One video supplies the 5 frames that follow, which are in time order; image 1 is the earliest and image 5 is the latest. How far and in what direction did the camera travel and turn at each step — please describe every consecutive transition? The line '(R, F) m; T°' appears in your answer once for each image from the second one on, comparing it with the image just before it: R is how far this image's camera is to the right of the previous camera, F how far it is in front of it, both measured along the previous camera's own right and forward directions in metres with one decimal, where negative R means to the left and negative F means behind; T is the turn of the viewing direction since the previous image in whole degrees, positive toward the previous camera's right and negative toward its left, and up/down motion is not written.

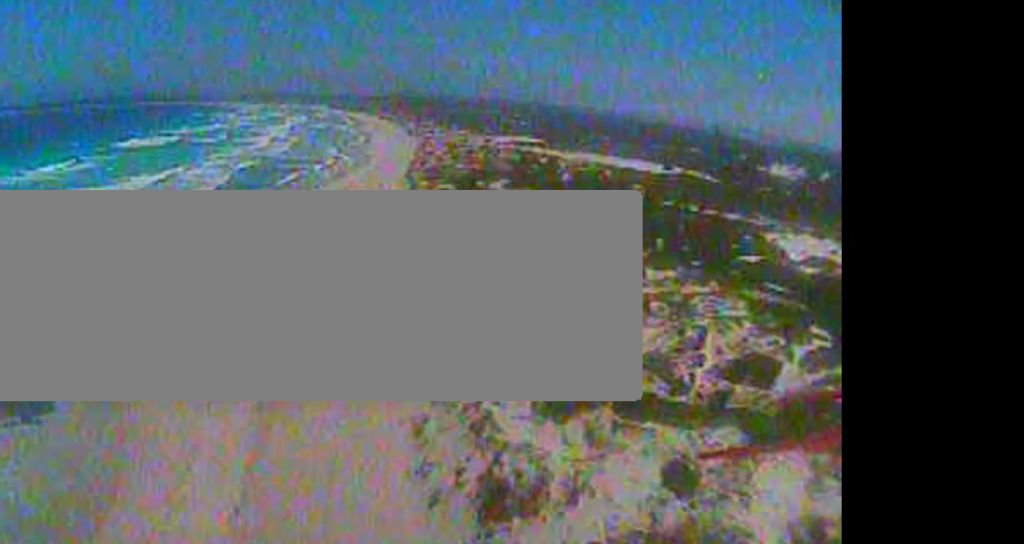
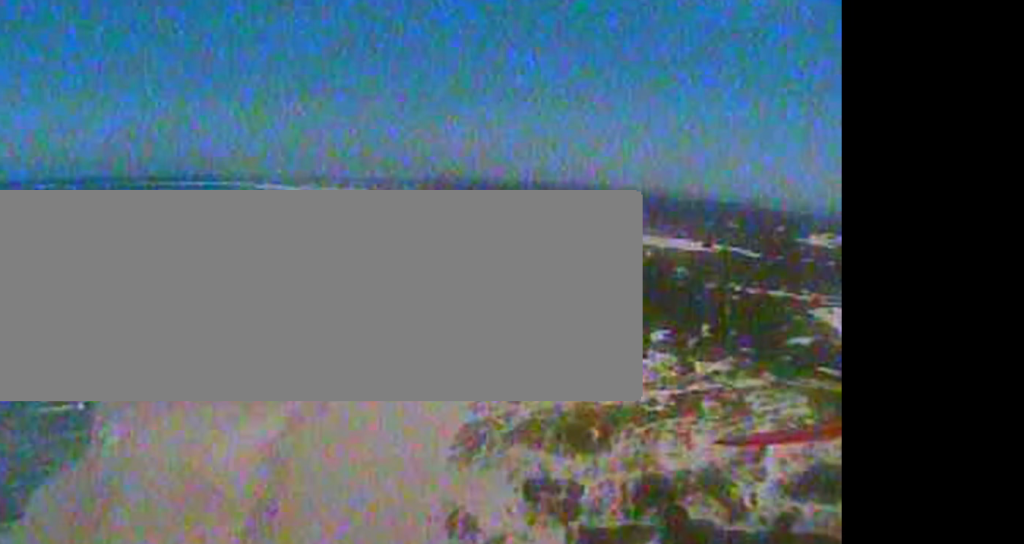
(0.0, +13.8) m; 0°
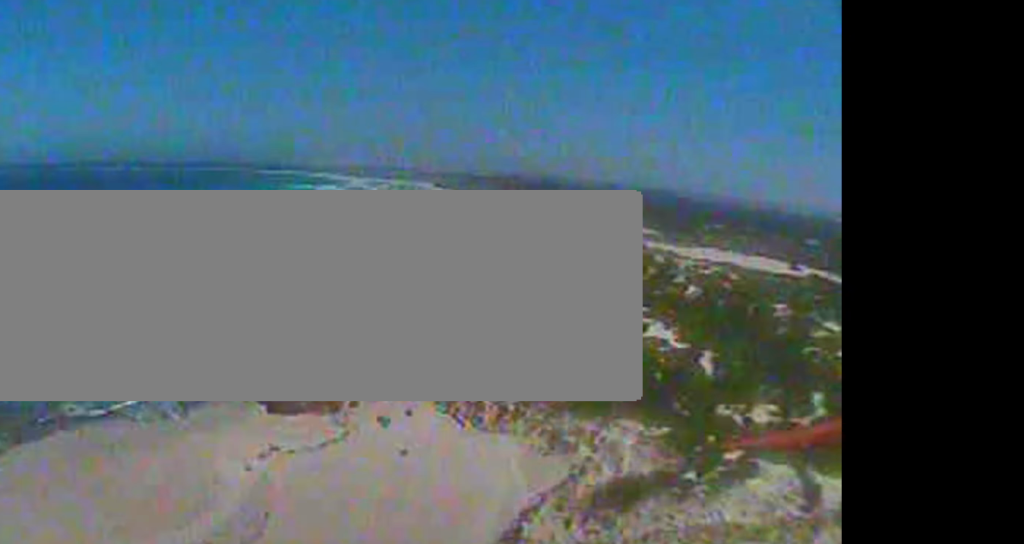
(0.0, +48.3) m; -3°
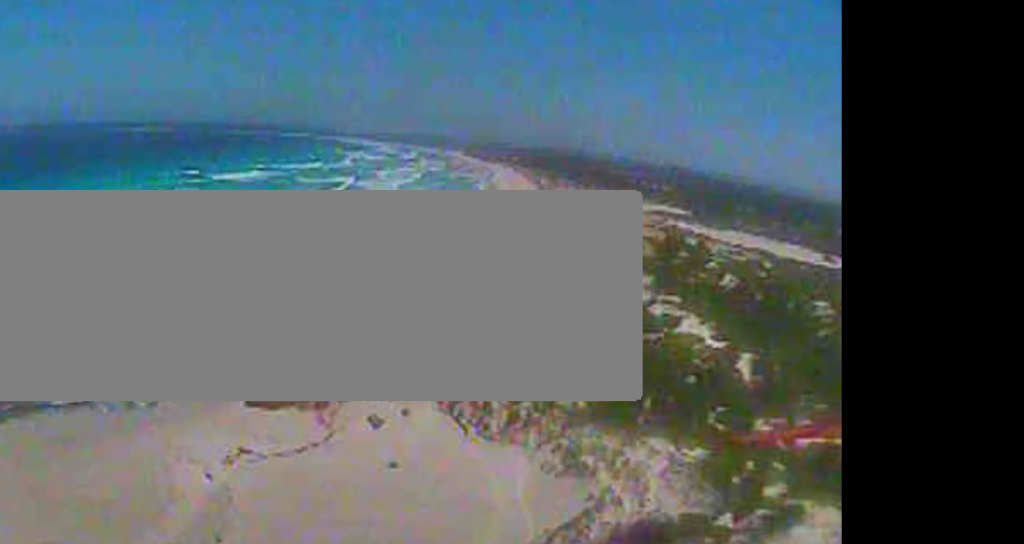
(-0.7, +16.8) m; -5°
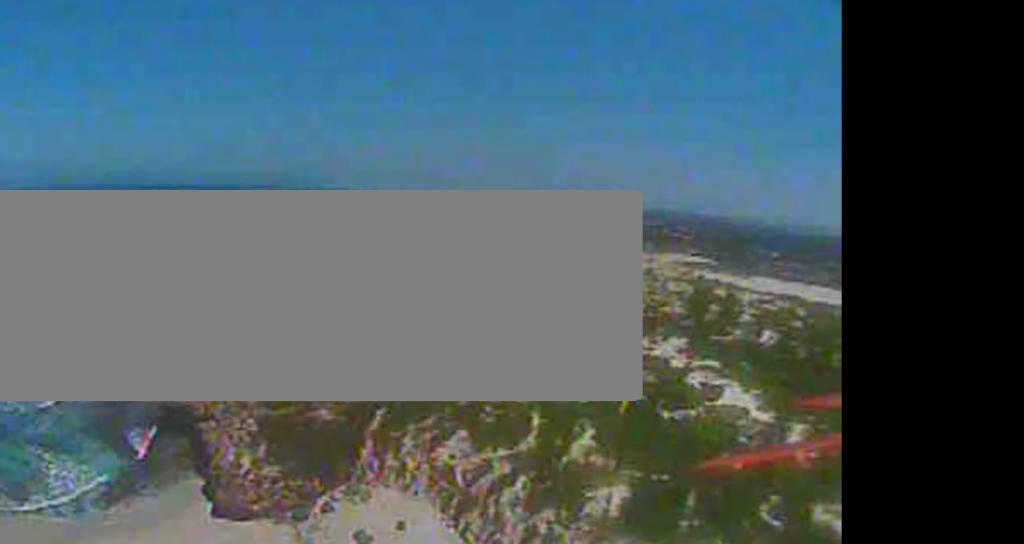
(-1.0, +18.2) m; -5°
